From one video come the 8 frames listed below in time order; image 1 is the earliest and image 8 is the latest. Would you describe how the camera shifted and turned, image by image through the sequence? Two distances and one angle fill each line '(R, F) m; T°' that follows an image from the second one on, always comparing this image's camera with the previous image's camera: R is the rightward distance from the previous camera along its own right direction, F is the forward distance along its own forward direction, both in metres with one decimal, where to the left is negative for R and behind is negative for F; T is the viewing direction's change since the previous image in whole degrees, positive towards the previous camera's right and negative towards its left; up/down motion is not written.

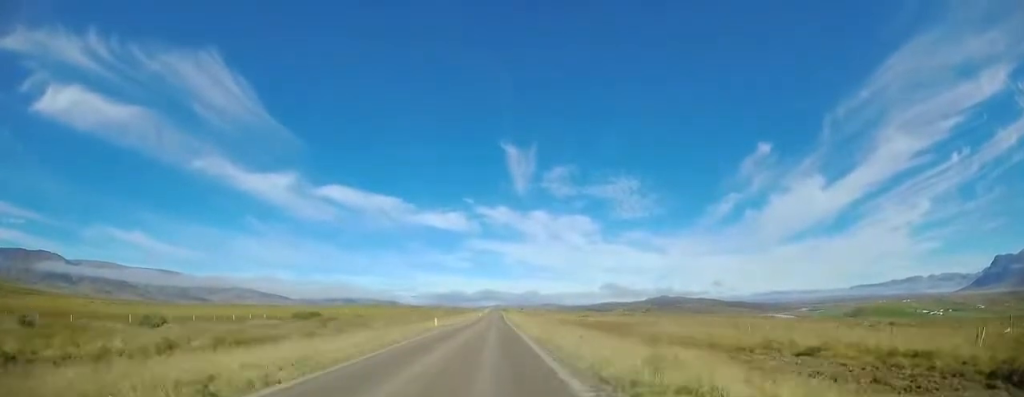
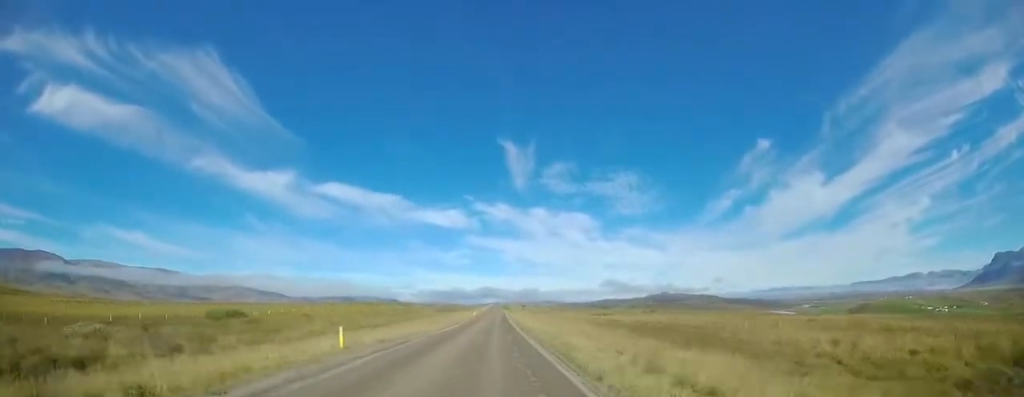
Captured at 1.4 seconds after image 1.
(+0.1, +22.1) m; +2°
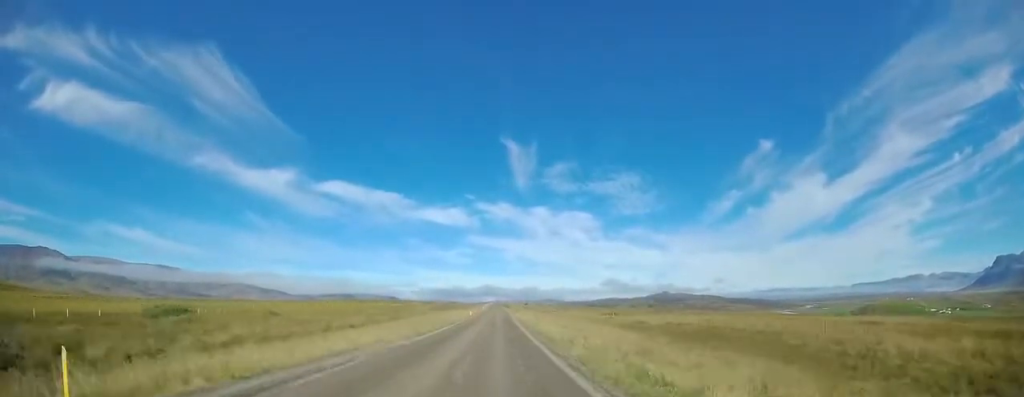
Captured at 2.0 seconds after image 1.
(+0.1, +10.3) m; +1°
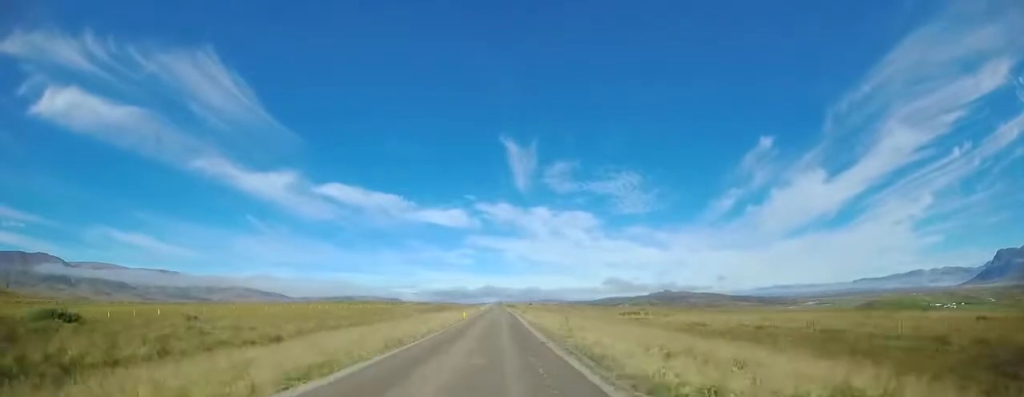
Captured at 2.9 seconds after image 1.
(+0.2, +15.1) m; -2°
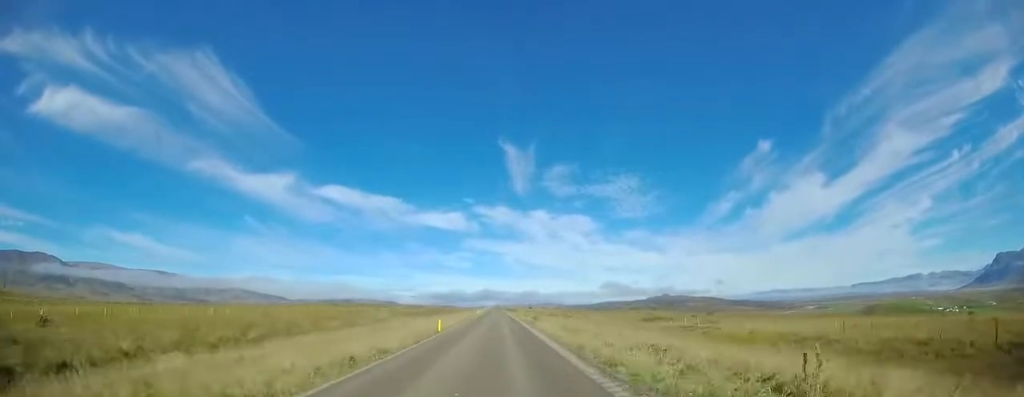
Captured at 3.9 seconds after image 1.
(-0.7, +16.2) m; -3°
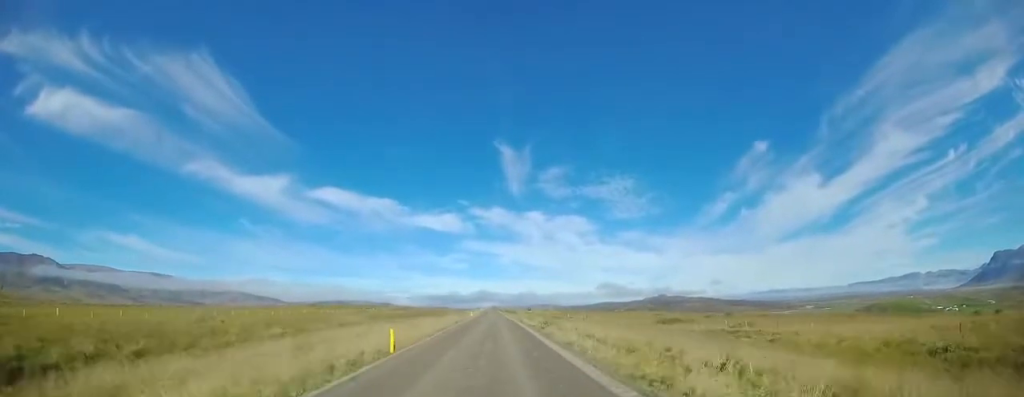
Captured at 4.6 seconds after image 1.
(-0.1, +10.2) m; 0°
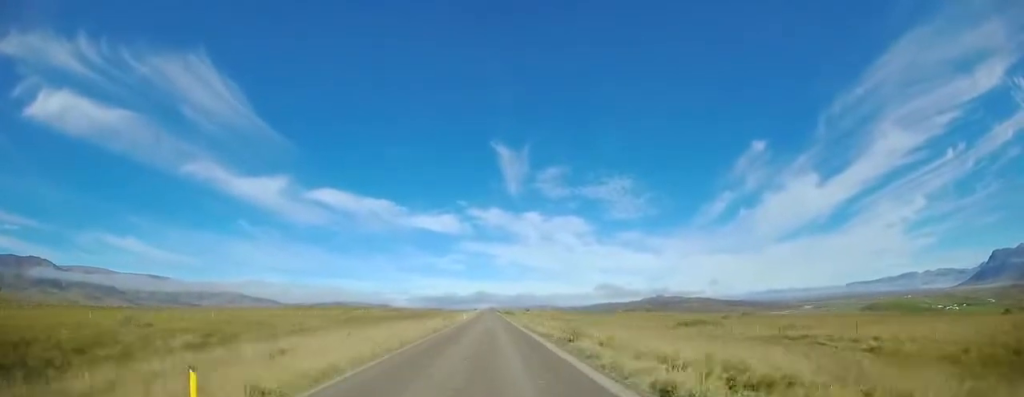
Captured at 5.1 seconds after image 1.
(0.0, +9.2) m; 0°
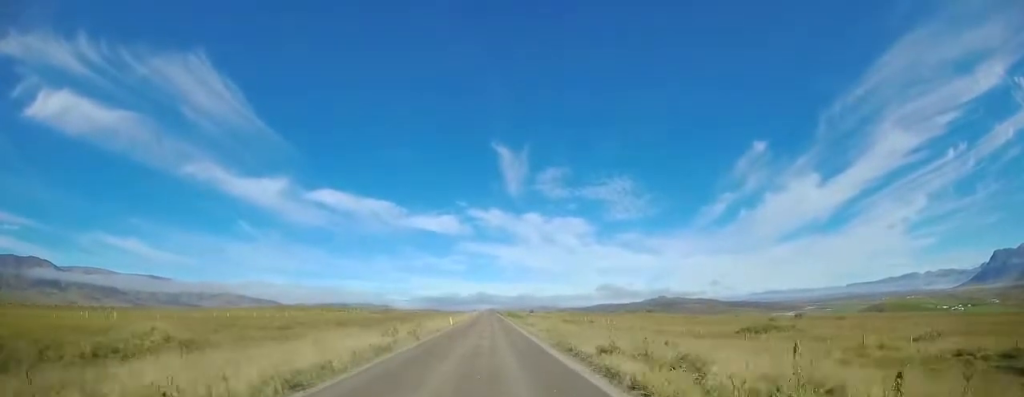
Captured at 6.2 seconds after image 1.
(+0.2, +17.8) m; 0°
